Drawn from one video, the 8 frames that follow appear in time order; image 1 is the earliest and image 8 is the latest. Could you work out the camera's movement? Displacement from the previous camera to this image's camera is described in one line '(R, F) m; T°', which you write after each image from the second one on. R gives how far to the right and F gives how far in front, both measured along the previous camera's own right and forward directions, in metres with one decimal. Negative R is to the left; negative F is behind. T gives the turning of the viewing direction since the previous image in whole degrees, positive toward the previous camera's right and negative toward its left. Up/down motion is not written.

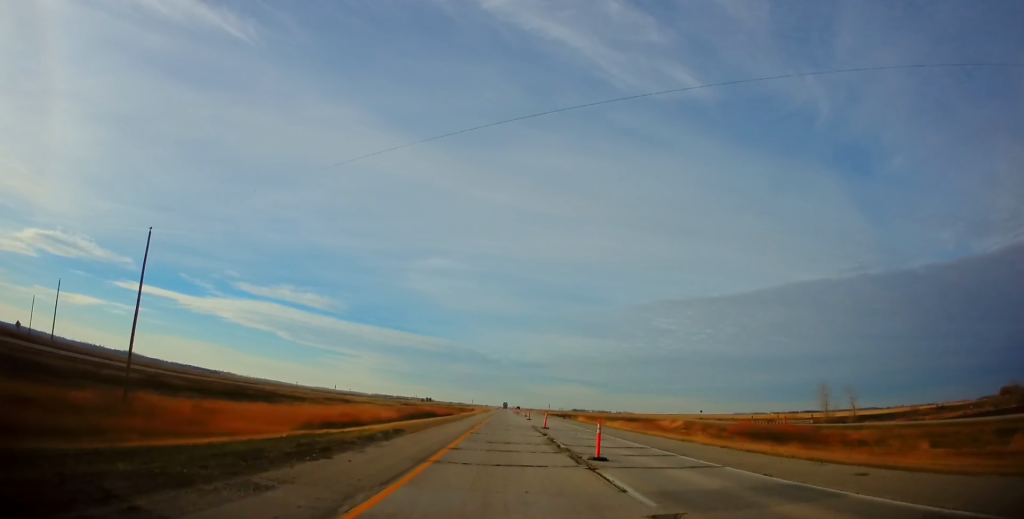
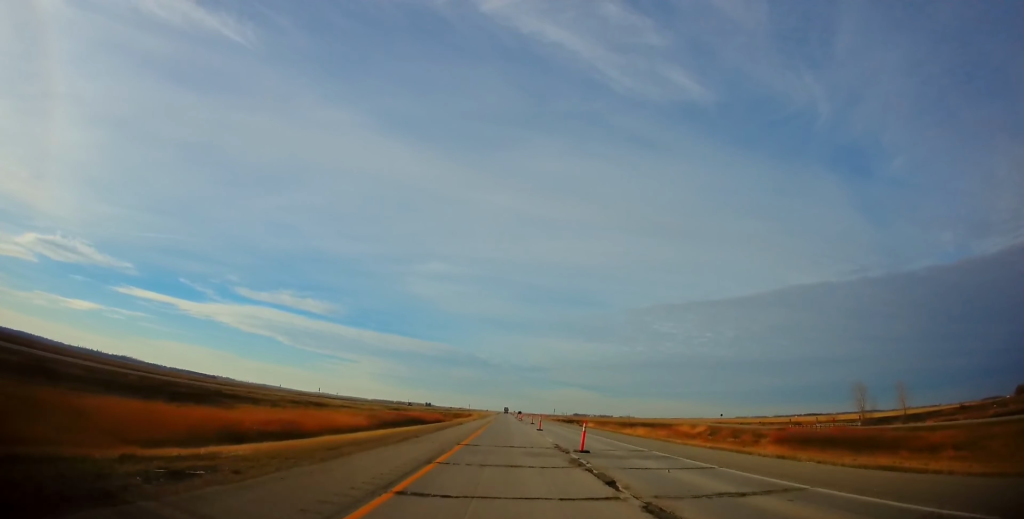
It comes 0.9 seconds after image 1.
(0.0, +17.7) m; +1°
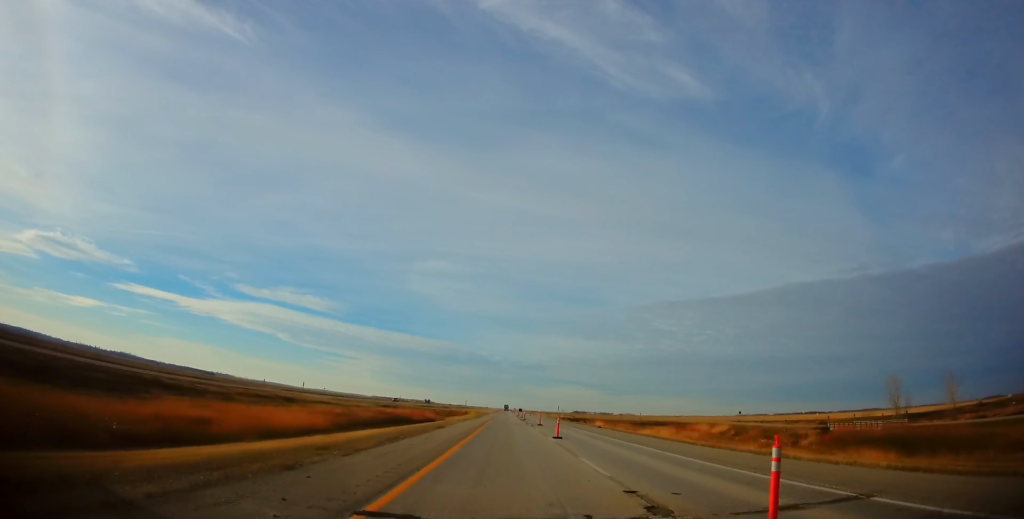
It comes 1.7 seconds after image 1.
(+0.2, +14.5) m; +1°
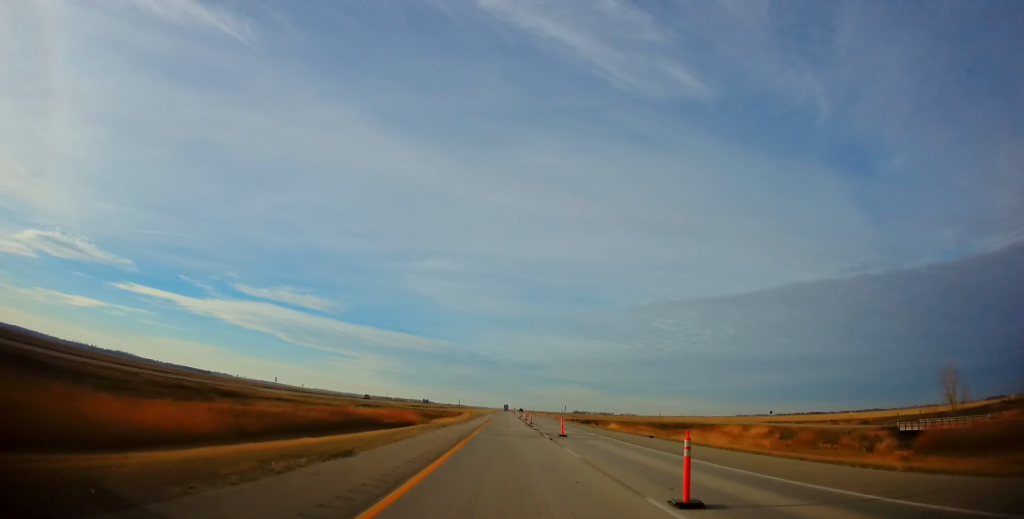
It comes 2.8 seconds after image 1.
(-0.1, +20.1) m; 0°
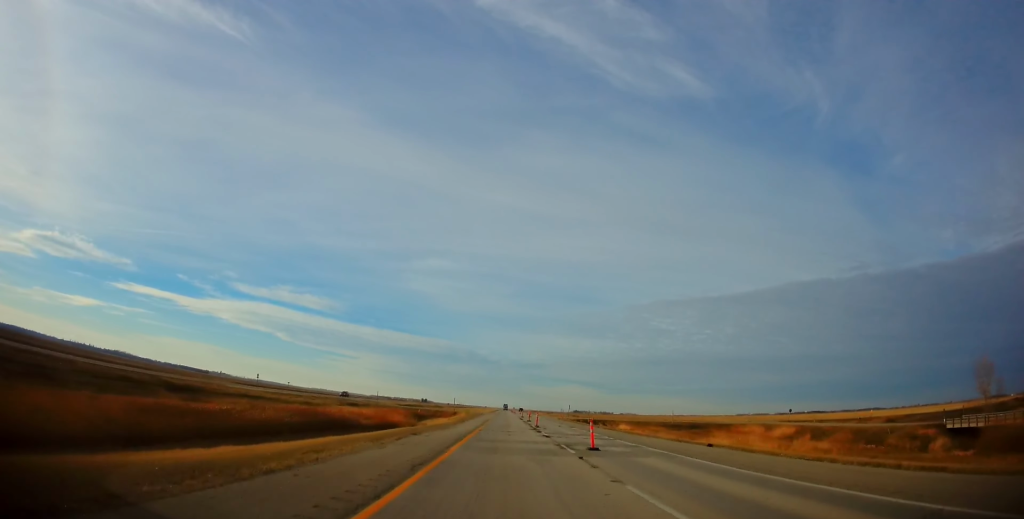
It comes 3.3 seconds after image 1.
(0.0, +10.6) m; 0°
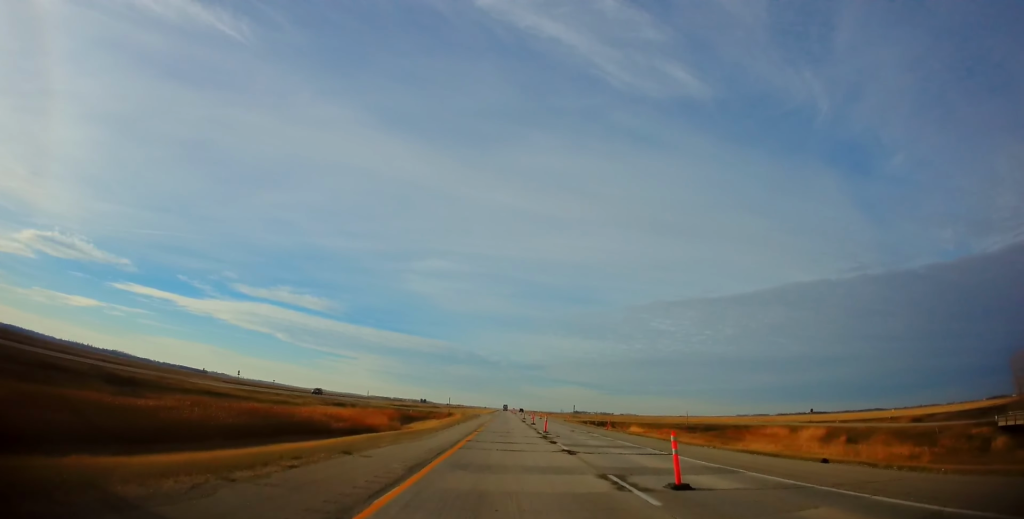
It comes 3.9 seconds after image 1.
(0.0, +10.0) m; 0°
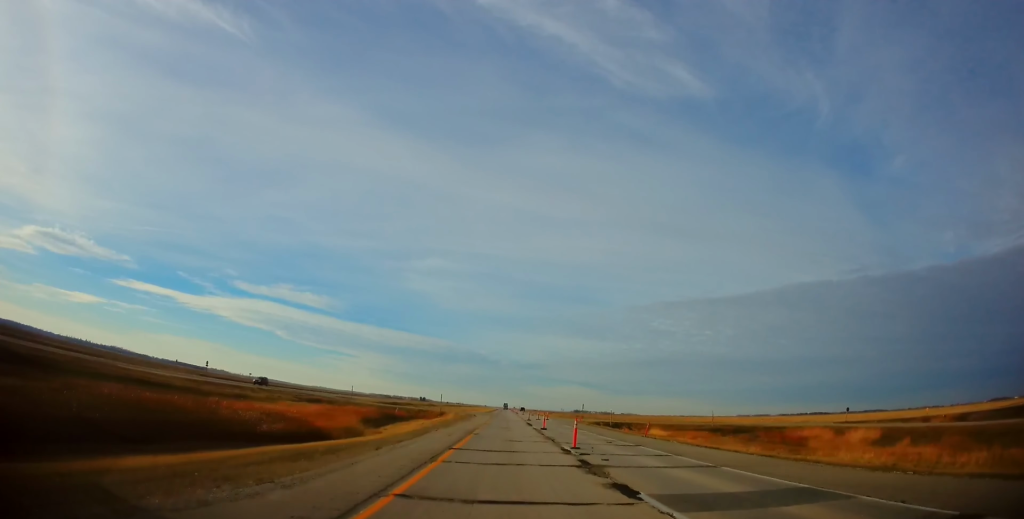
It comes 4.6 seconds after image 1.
(+0.1, +14.5) m; 0°
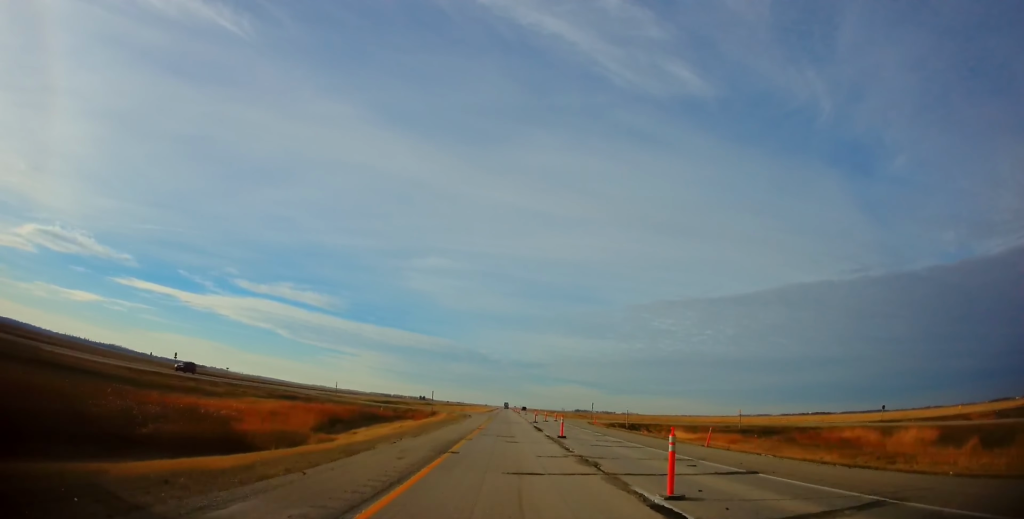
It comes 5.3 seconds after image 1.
(-0.1, +12.1) m; +1°
